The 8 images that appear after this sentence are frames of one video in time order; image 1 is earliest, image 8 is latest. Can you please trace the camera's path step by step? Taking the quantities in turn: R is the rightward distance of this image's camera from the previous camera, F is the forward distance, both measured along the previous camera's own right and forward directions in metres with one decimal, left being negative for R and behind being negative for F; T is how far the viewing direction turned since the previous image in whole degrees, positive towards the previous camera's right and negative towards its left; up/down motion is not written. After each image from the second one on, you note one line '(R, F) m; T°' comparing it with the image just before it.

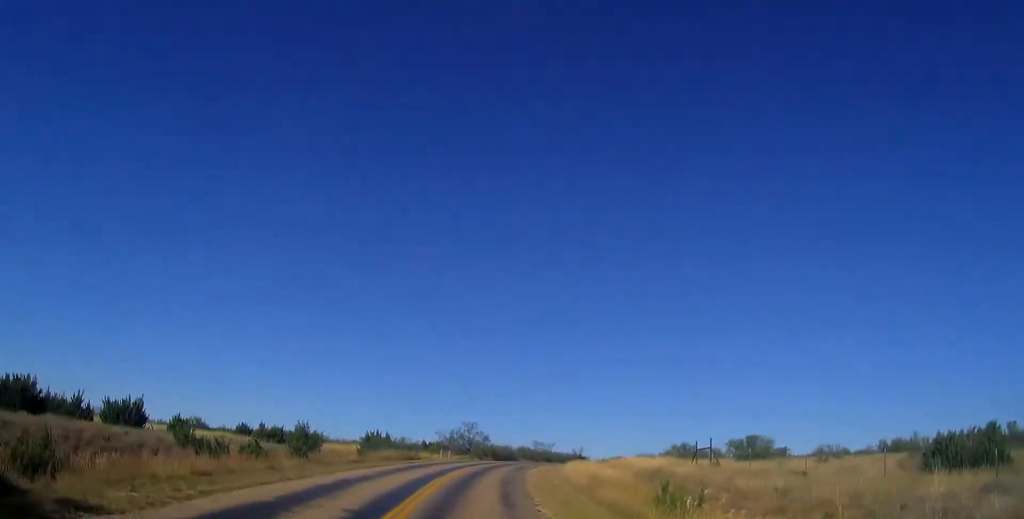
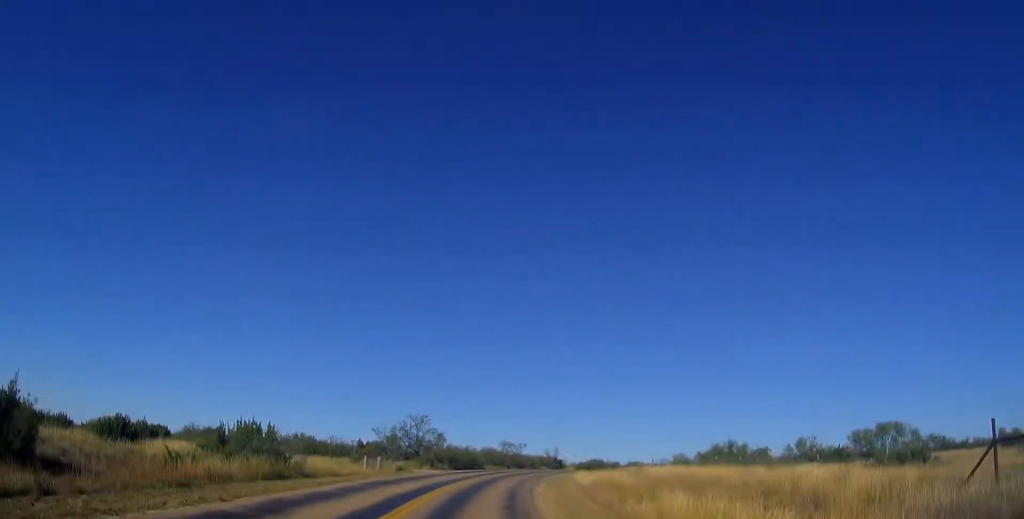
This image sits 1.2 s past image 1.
(+1.0, +23.7) m; +4°
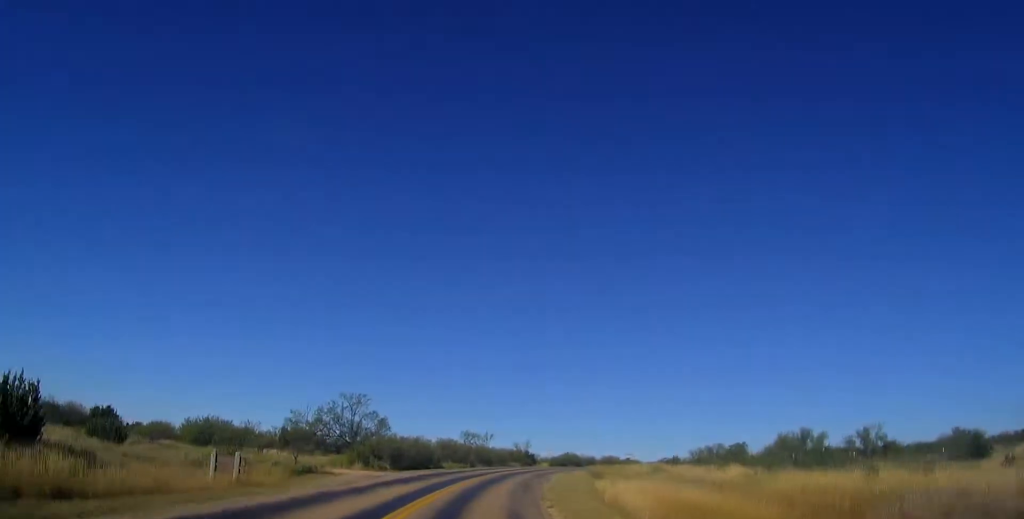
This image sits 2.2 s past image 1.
(+0.4, +17.9) m; +3°
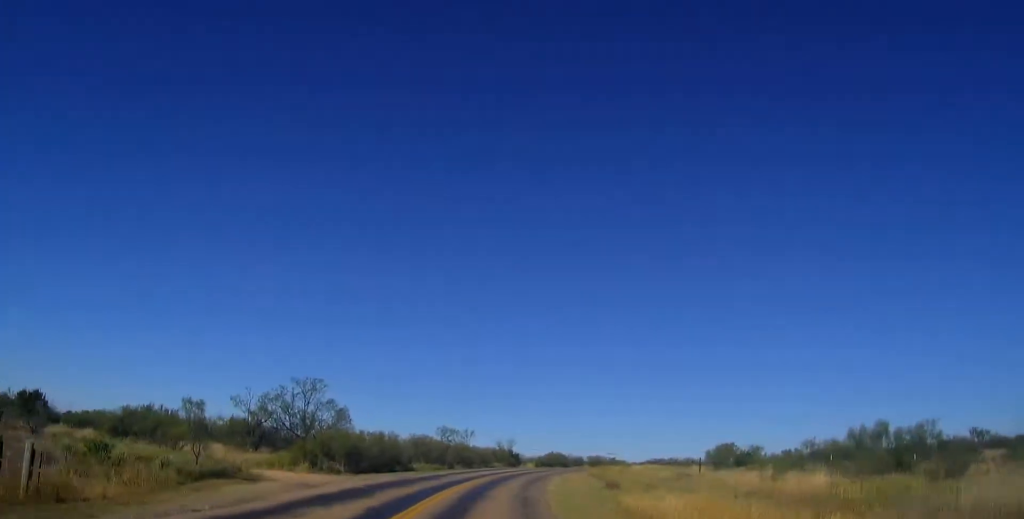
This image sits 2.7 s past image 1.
(+0.1, +8.9) m; +2°
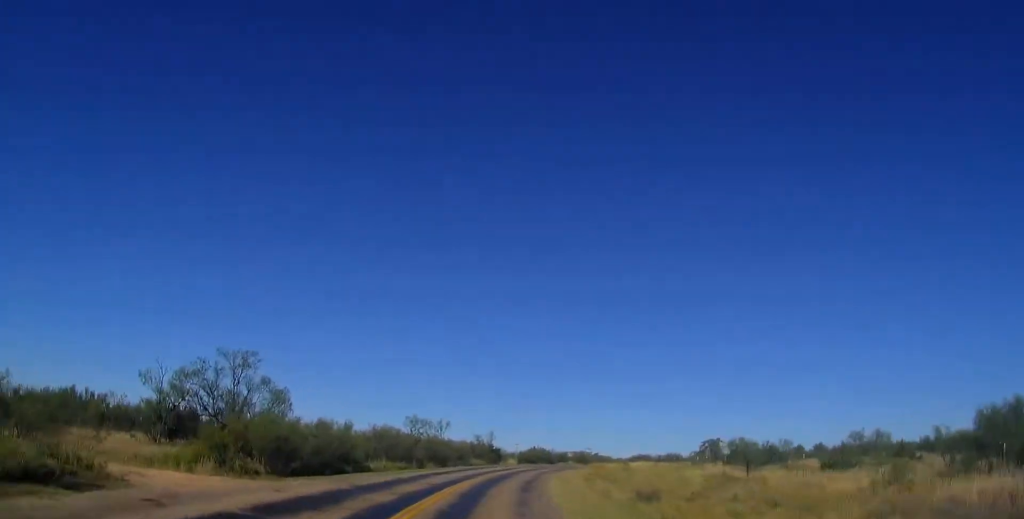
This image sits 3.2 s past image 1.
(+0.1, +9.3) m; +2°
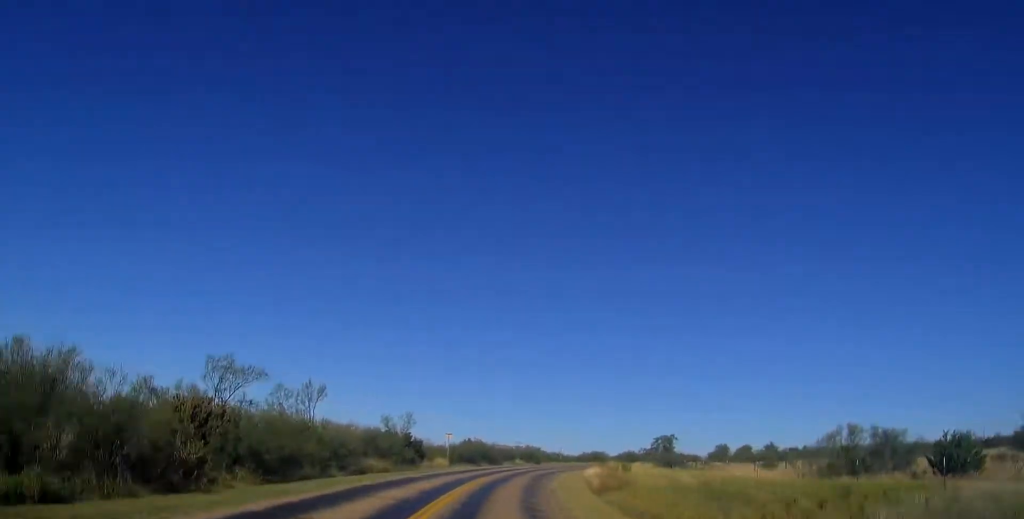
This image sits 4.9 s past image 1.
(+2.1, +28.3) m; +7°
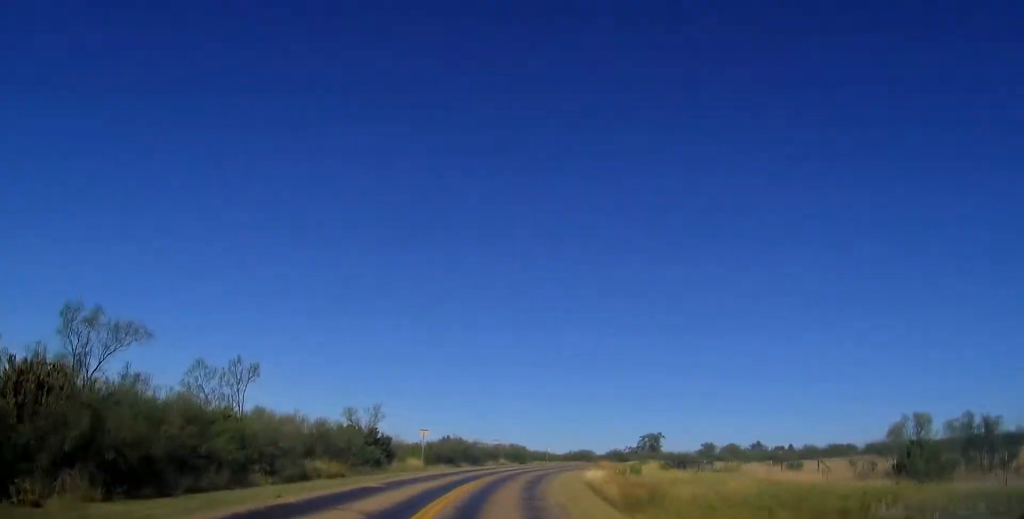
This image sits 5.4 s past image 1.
(+0.1, +7.5) m; +2°
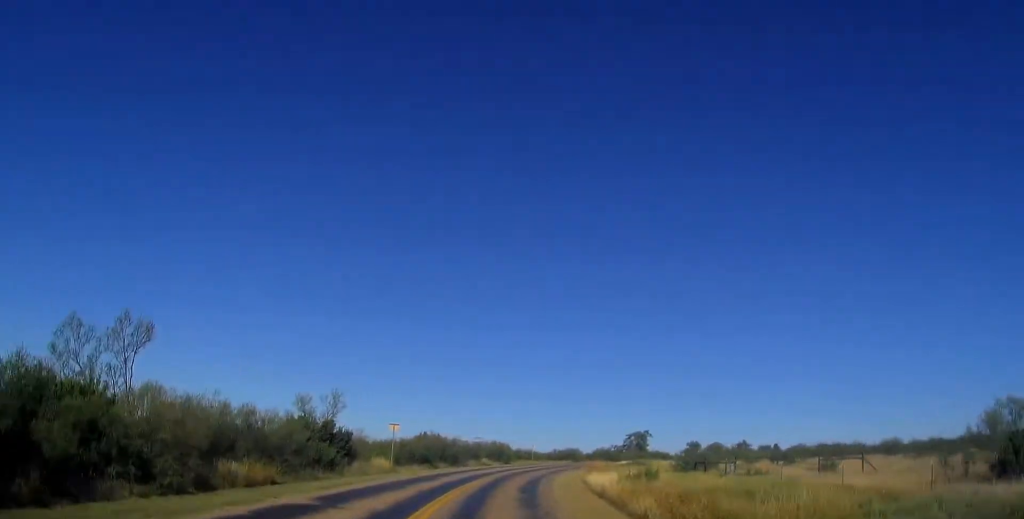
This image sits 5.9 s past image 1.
(-0.1, +7.5) m; +2°
